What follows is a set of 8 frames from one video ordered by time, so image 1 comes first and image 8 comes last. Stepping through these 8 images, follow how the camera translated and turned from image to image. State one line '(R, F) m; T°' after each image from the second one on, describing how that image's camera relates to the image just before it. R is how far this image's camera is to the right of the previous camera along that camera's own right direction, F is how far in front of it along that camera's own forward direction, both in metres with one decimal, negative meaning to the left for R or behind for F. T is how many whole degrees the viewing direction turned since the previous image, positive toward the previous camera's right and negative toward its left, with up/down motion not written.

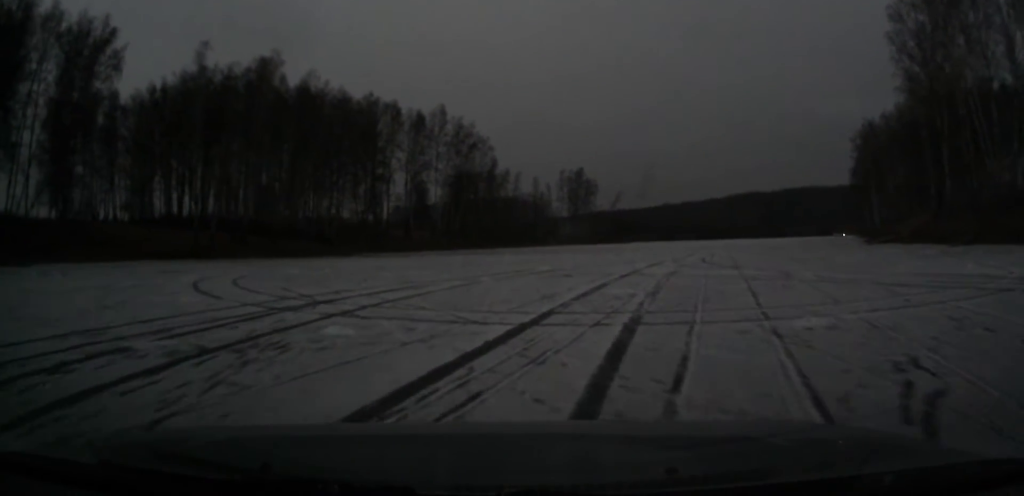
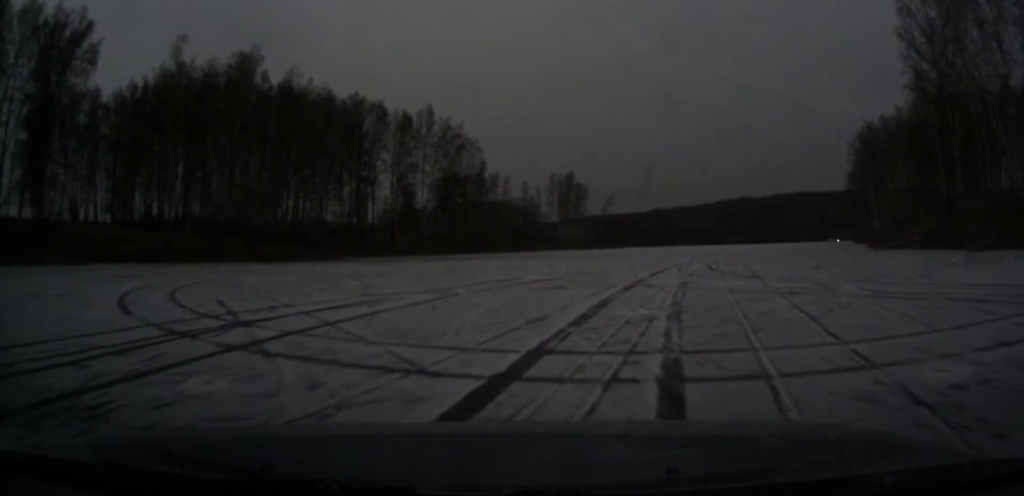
(0.0, +3.8) m; -1°
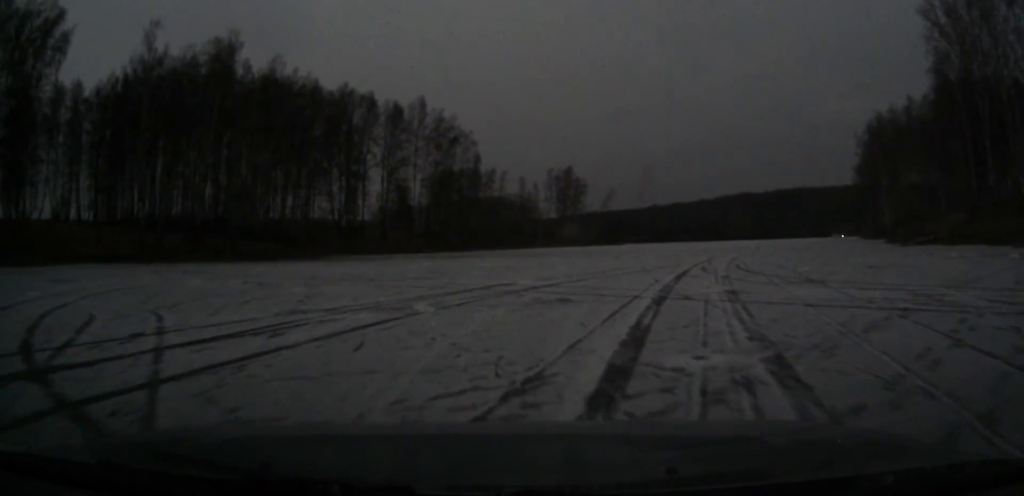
(-0.1, +5.6) m; +1°
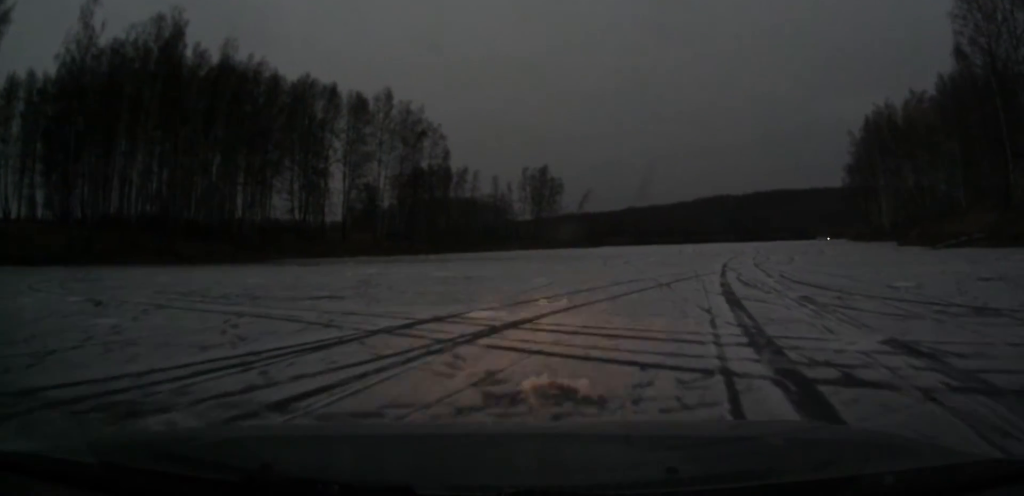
(+0.4, +8.7) m; +5°
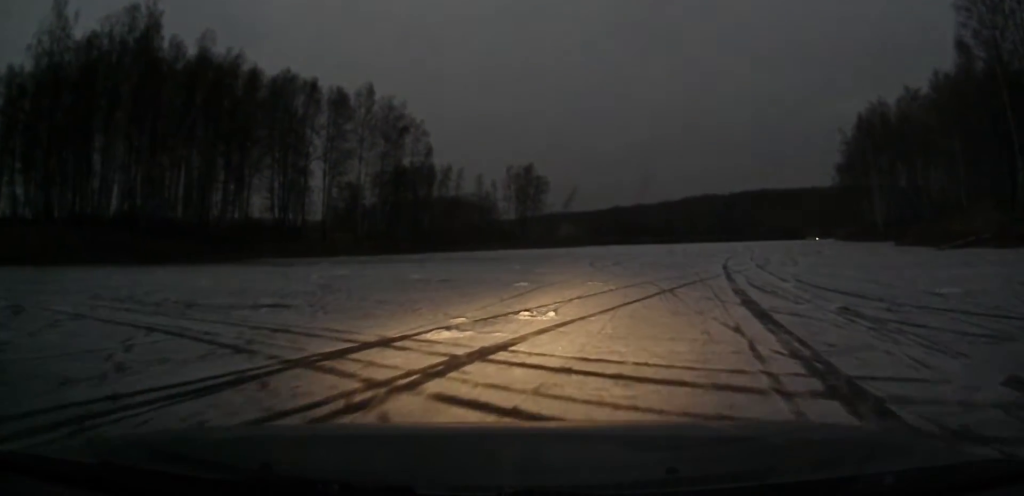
(+0.1, +2.5) m; +1°
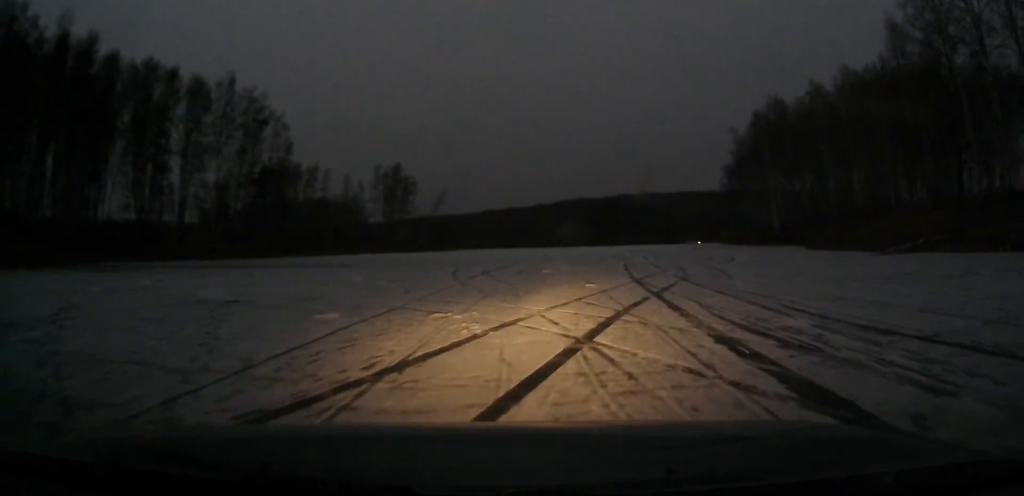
(+0.2, +7.3) m; +5°
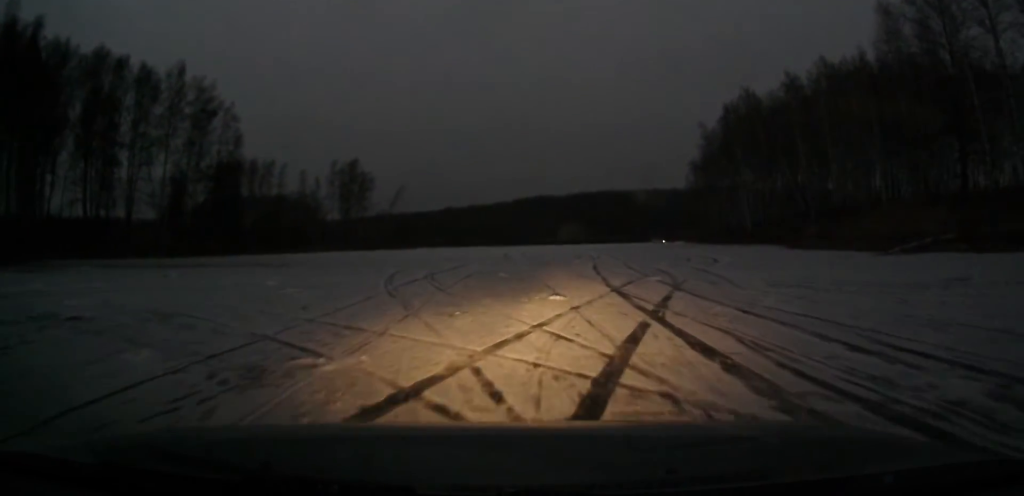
(+0.3, +4.5) m; +8°
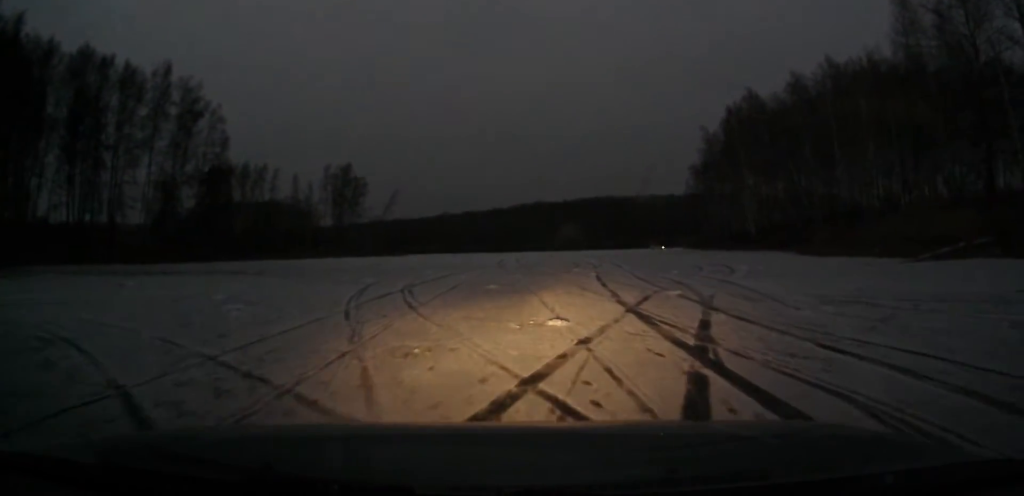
(+0.2, +3.1) m; +2°
